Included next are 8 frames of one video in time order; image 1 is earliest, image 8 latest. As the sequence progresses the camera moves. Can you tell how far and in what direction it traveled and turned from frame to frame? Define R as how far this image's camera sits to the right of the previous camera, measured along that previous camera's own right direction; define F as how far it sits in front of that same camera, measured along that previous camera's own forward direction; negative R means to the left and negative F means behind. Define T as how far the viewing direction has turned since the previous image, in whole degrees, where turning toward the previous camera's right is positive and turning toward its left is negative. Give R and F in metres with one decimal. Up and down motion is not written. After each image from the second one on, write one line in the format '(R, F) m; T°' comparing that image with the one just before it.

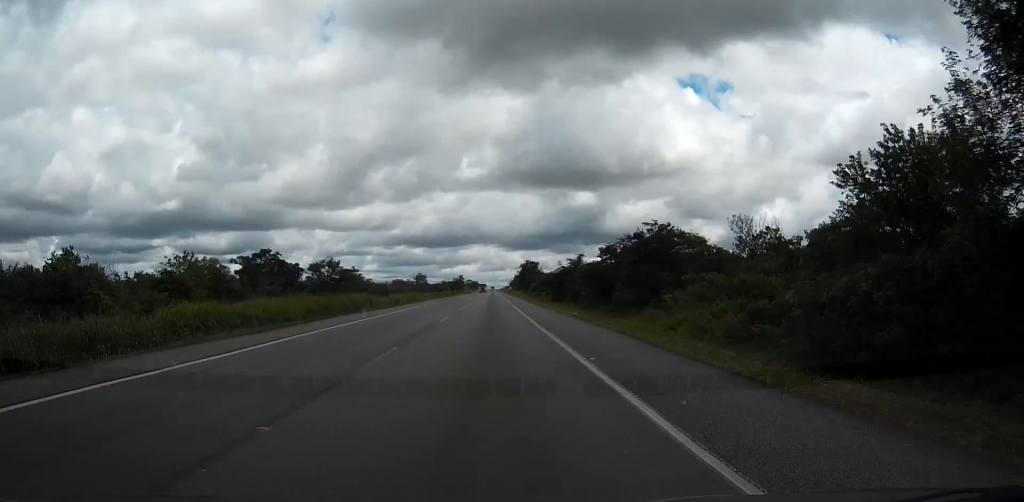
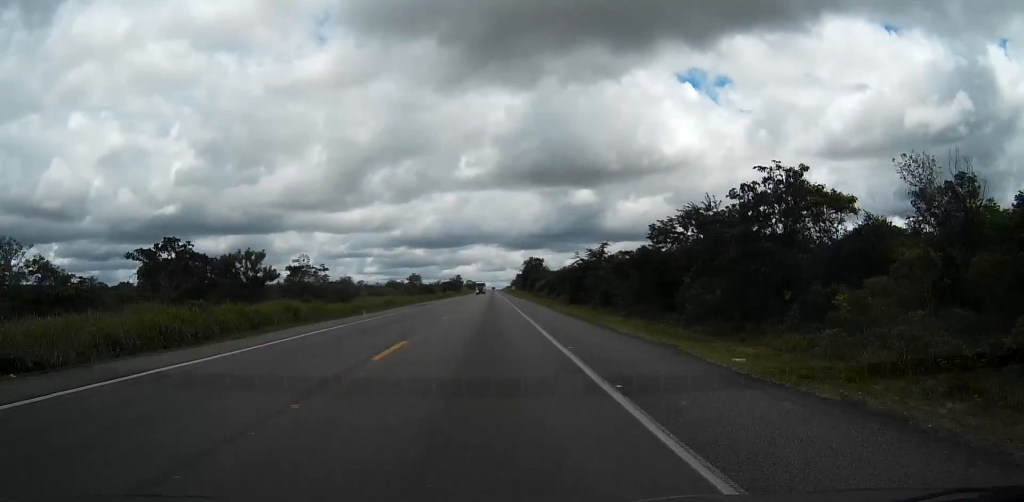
(-0.1, +31.0) m; 0°
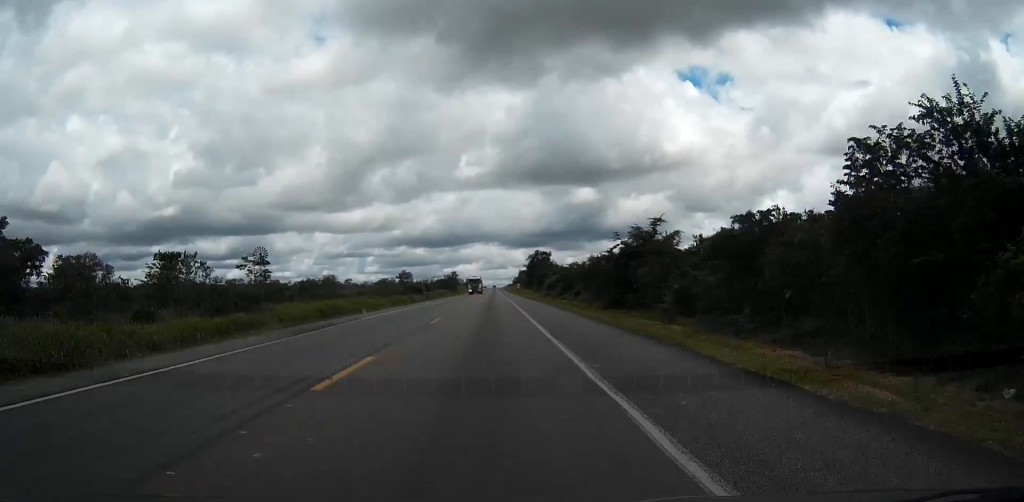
(0.0, +37.3) m; 0°
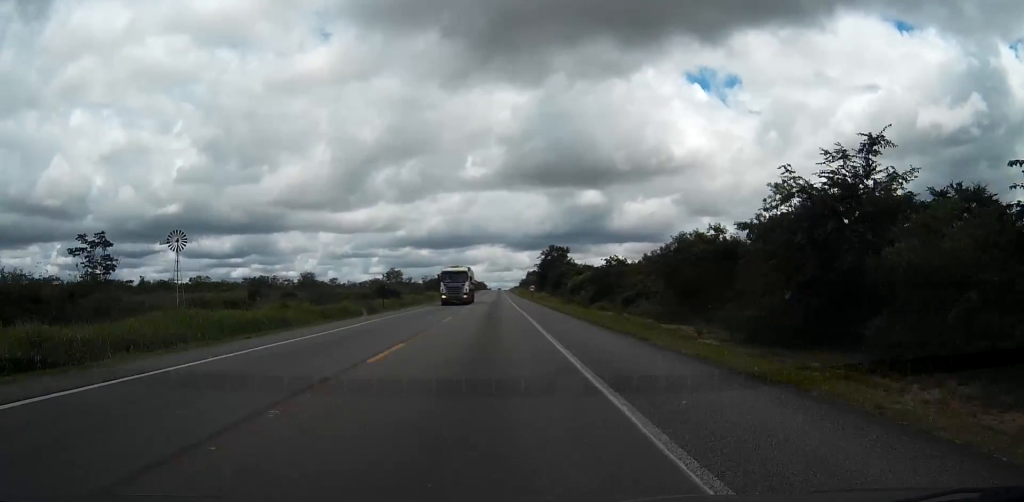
(0.0, +46.1) m; 0°
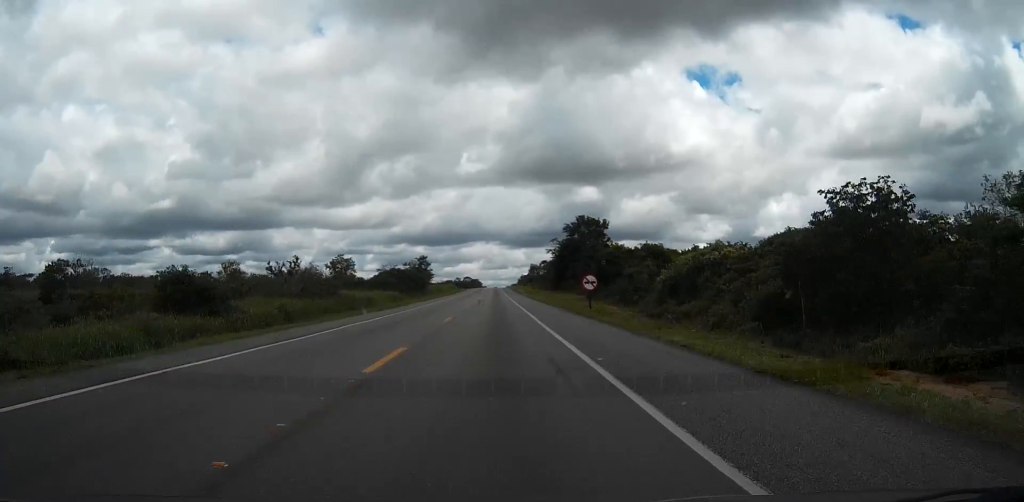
(-0.1, +78.7) m; 0°
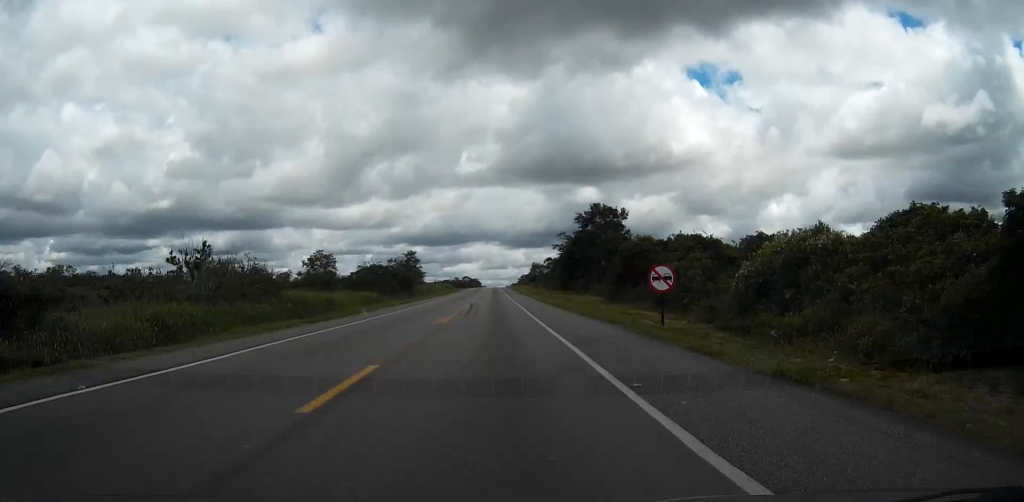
(0.0, +20.0) m; 0°
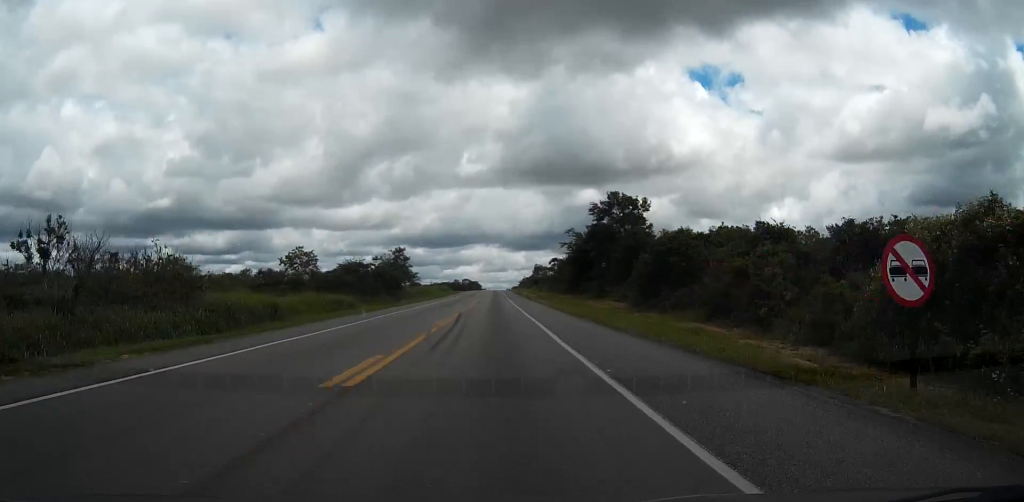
(0.0, +16.3) m; 0°
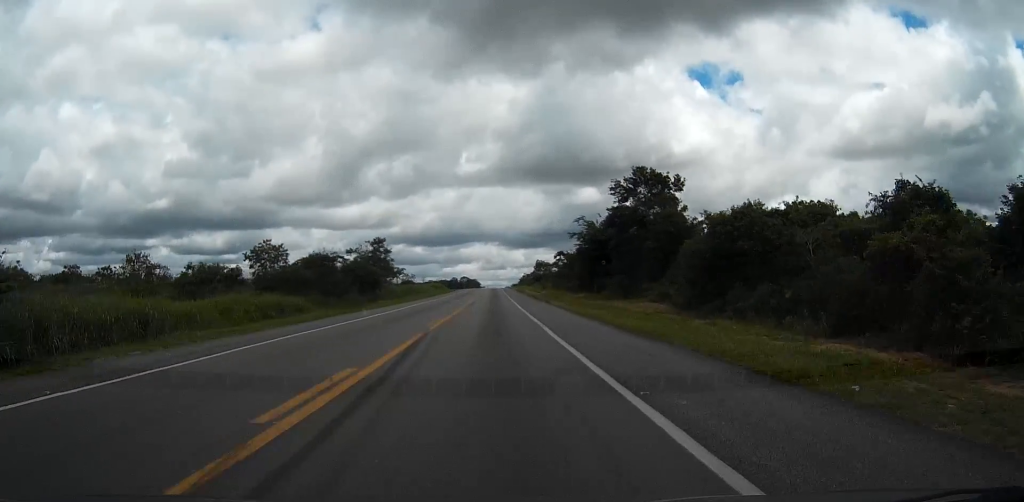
(0.0, +18.8) m; 0°
